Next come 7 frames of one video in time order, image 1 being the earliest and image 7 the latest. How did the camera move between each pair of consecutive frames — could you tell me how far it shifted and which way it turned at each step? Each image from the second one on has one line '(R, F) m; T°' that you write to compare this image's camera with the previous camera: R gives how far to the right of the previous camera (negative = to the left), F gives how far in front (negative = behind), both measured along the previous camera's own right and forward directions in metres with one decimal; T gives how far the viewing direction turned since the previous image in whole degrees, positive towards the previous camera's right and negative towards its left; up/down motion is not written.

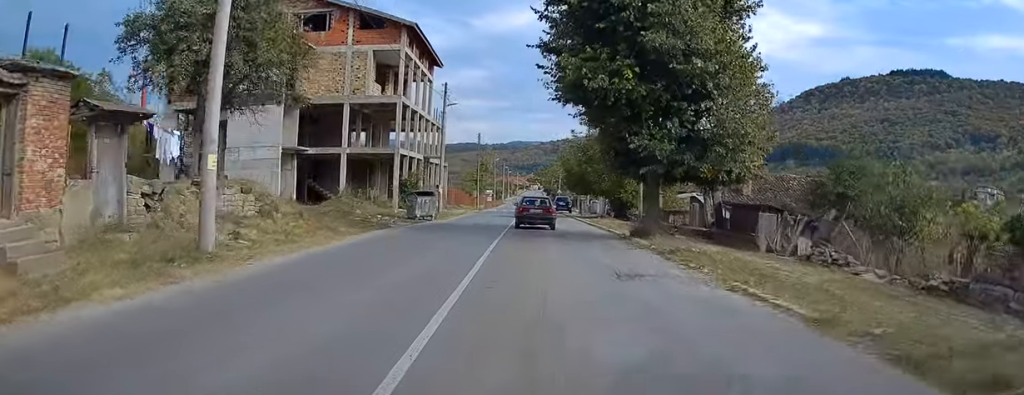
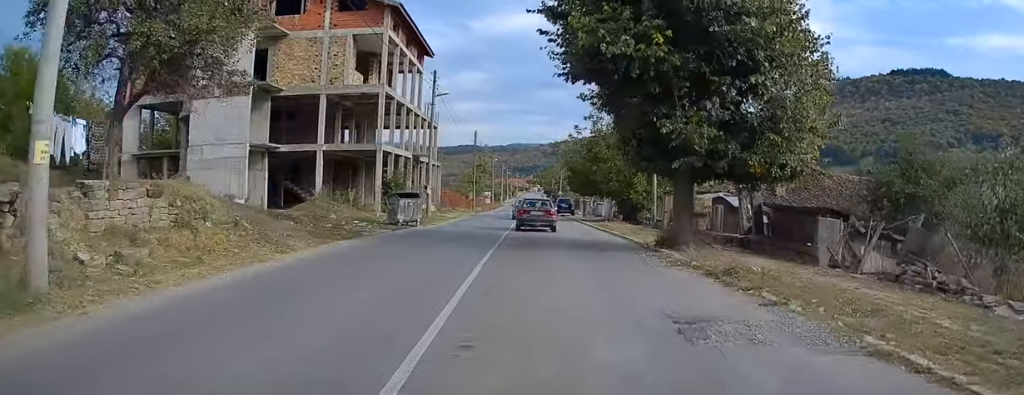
(0.0, +4.5) m; 0°
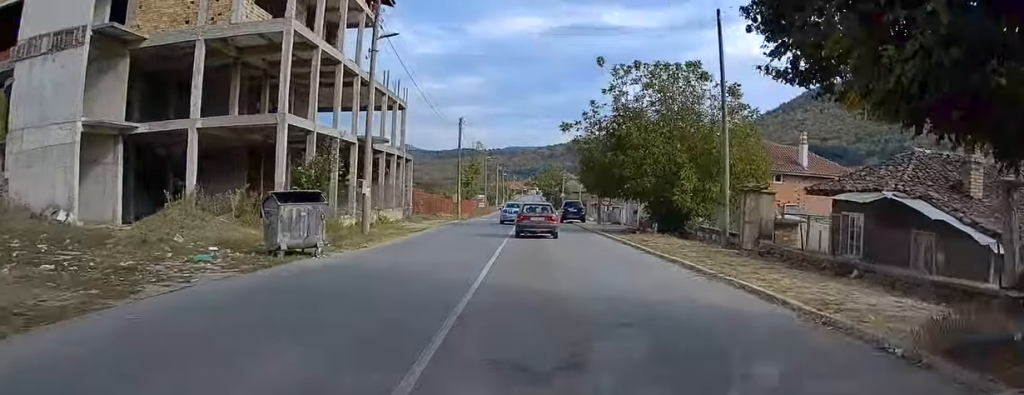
(0.0, +13.6) m; 0°
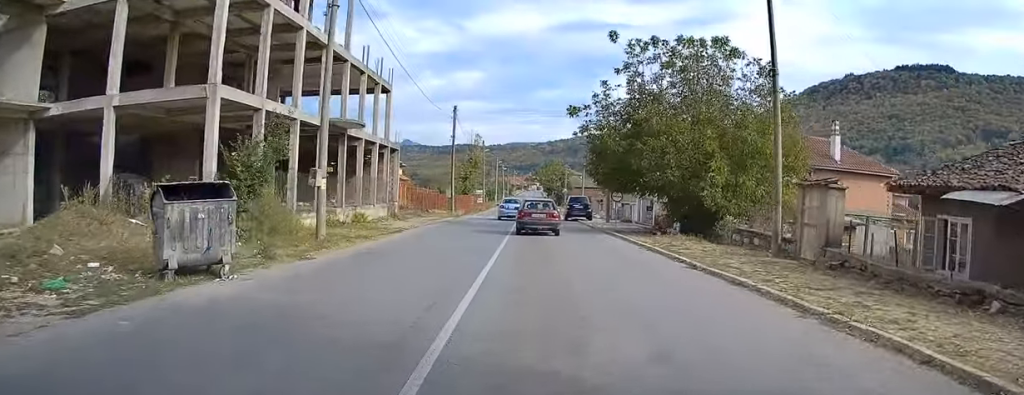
(+0.2, +4.9) m; 0°
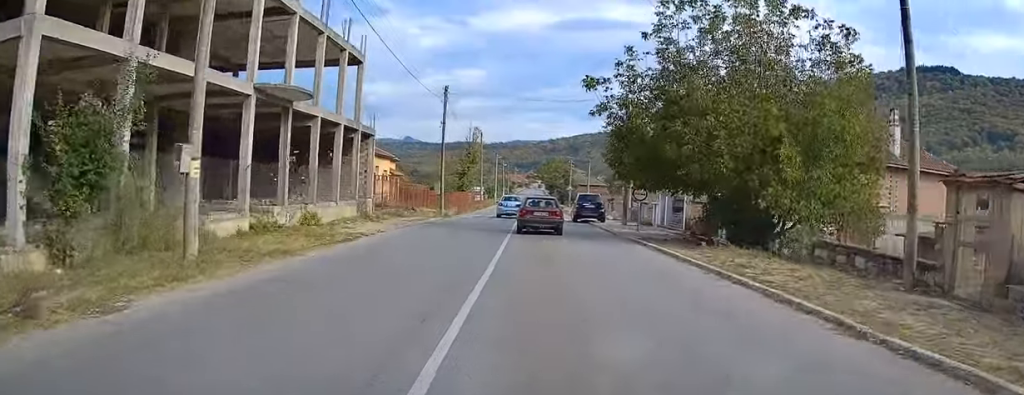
(-0.3, +6.9) m; 0°
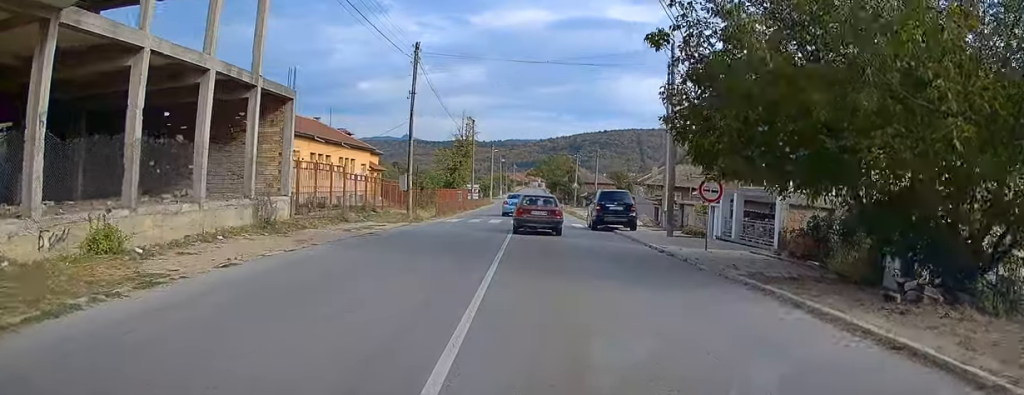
(+0.3, +11.7) m; +1°
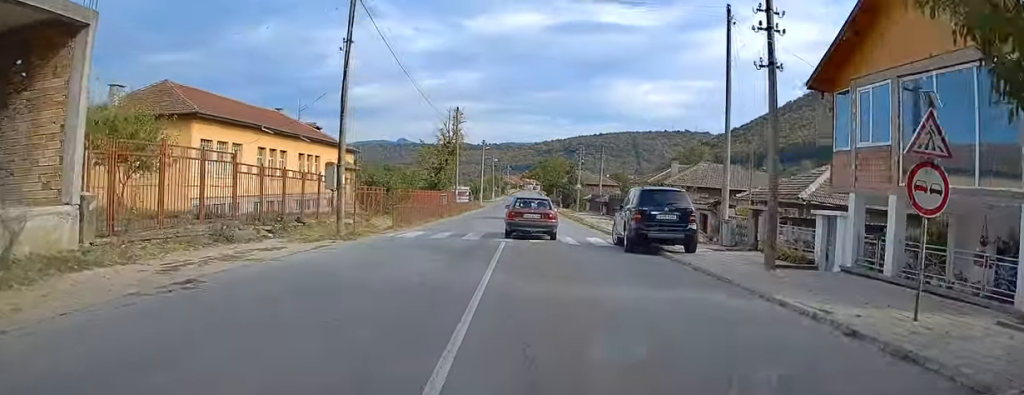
(-0.3, +10.8) m; -1°
